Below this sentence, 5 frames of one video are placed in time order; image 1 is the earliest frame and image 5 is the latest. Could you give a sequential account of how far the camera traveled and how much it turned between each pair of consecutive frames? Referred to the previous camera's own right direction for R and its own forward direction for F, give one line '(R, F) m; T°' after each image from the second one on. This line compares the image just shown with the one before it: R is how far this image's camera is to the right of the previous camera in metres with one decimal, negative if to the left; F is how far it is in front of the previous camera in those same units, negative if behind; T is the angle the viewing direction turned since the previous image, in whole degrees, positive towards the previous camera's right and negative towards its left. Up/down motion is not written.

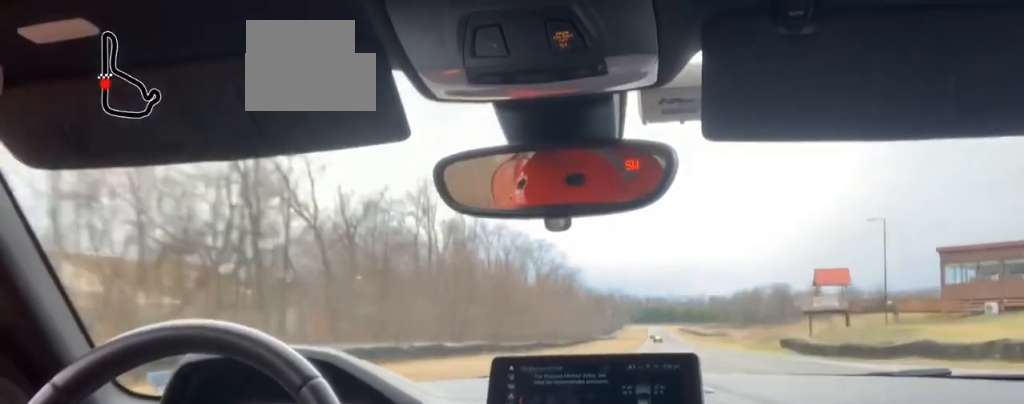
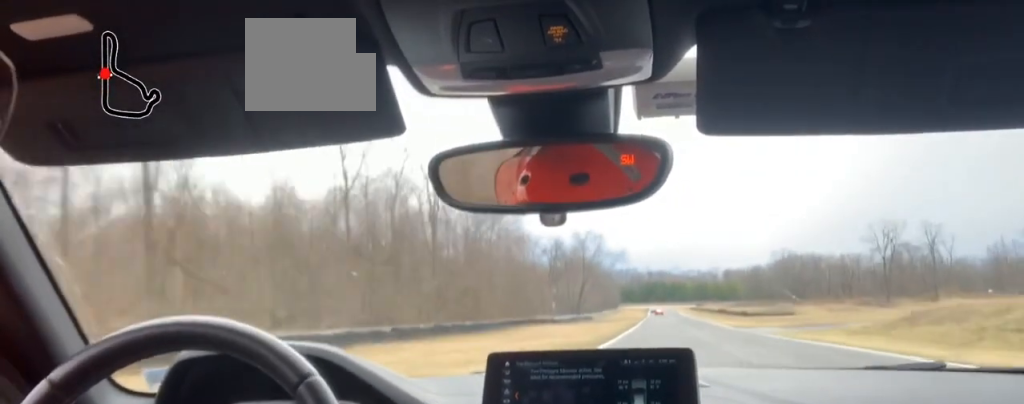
(+0.7, +139.0) m; 0°
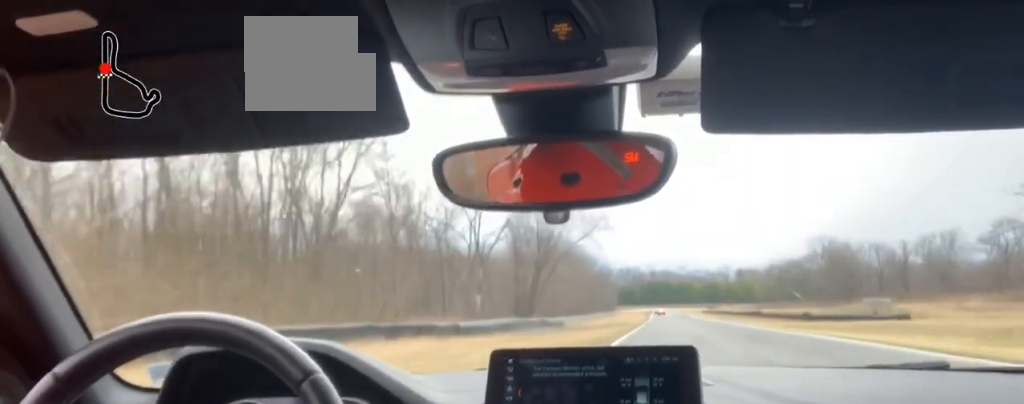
(0.0, +74.2) m; 0°
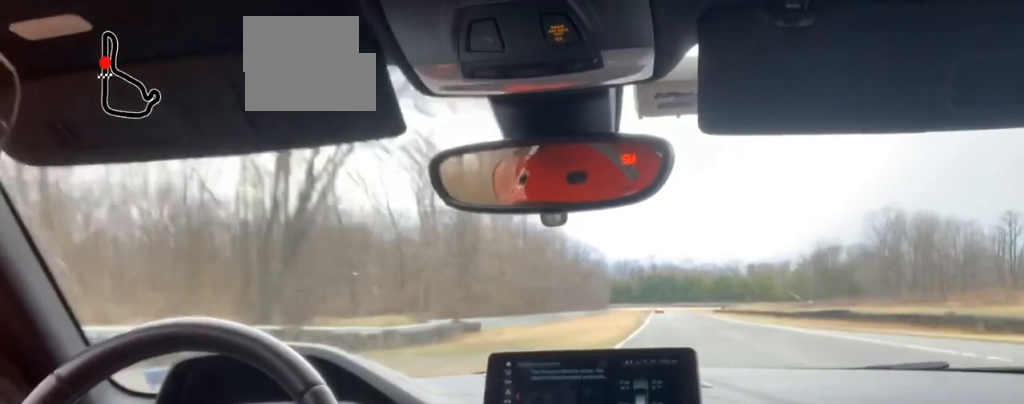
(-0.2, +71.7) m; 0°
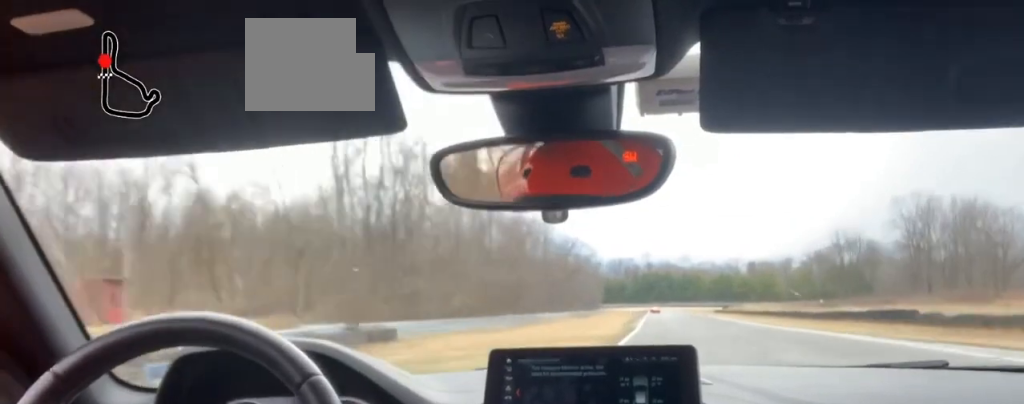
(-0.1, +25.3) m; 0°
